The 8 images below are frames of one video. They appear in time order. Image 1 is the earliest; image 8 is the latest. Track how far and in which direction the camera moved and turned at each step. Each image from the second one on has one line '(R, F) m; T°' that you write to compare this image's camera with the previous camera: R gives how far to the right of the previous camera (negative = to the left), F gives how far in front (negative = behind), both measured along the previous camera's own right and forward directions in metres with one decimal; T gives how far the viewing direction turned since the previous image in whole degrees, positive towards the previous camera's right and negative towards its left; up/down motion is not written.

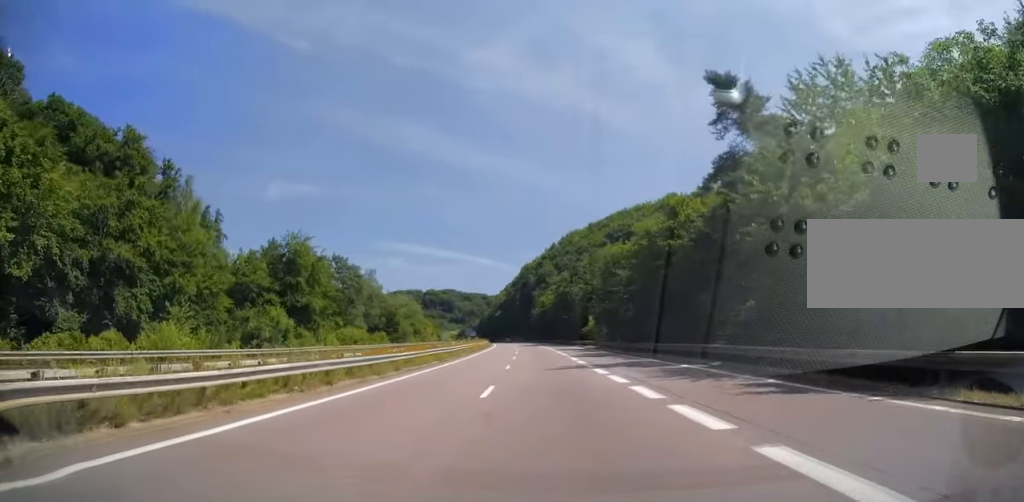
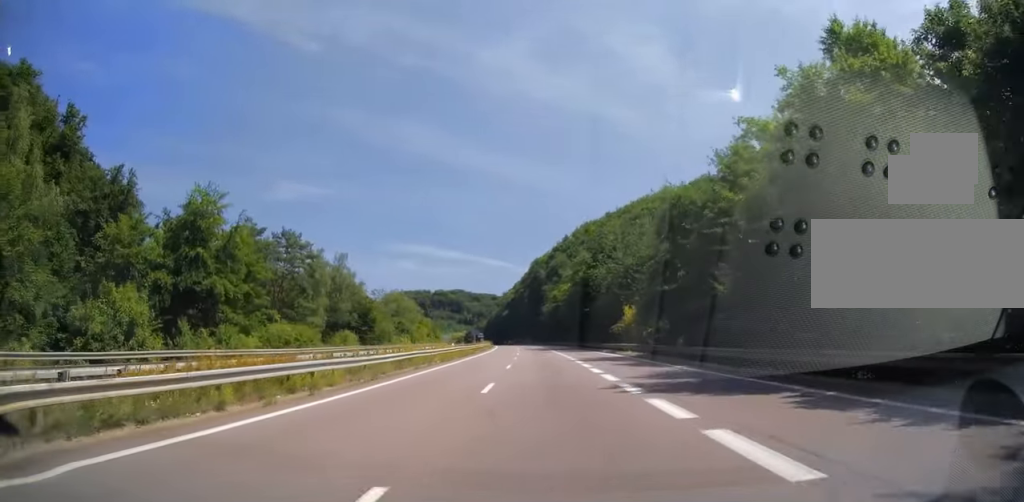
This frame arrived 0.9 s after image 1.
(-0.1, +25.2) m; 0°
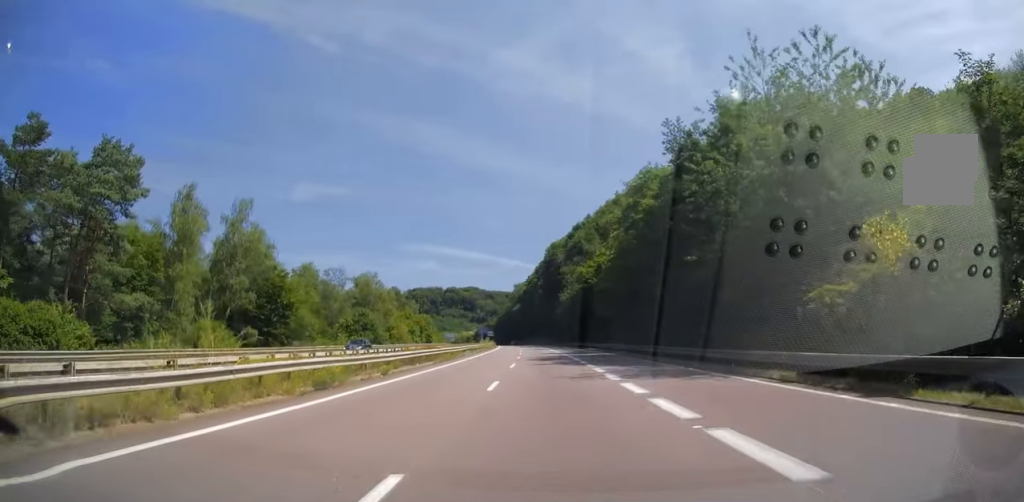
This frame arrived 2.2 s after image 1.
(-0.4, +39.7) m; -2°
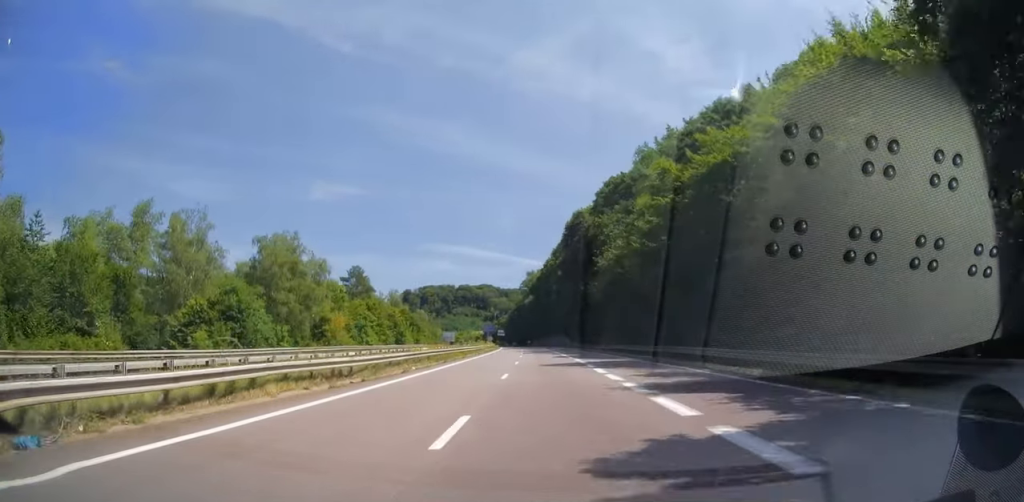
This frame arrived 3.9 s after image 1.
(-0.8, +48.7) m; -2°
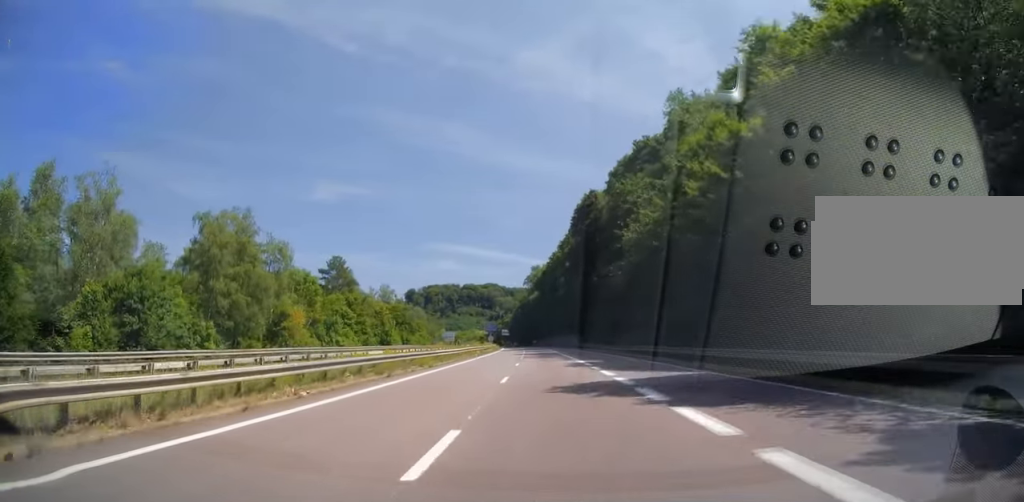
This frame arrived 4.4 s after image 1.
(-0.2, +15.1) m; 0°
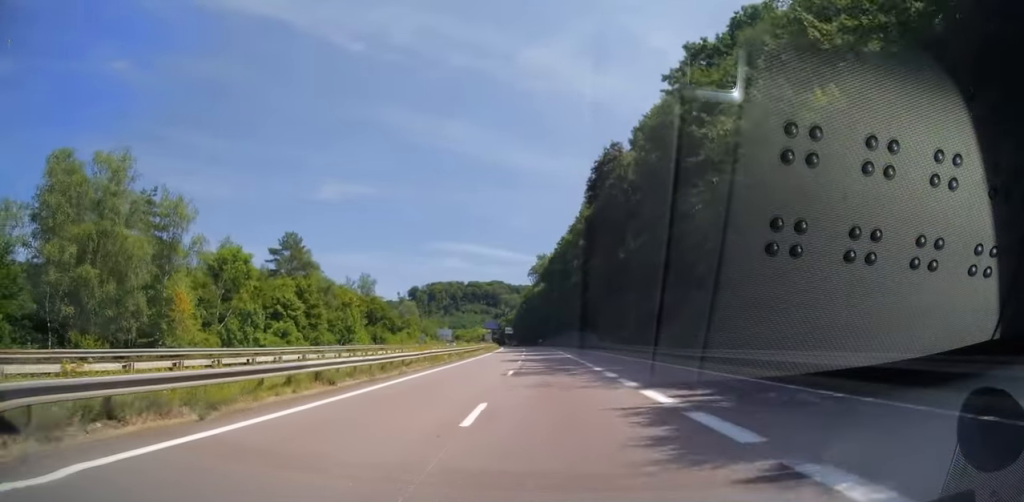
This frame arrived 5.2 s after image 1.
(-0.1, +22.9) m; -1°
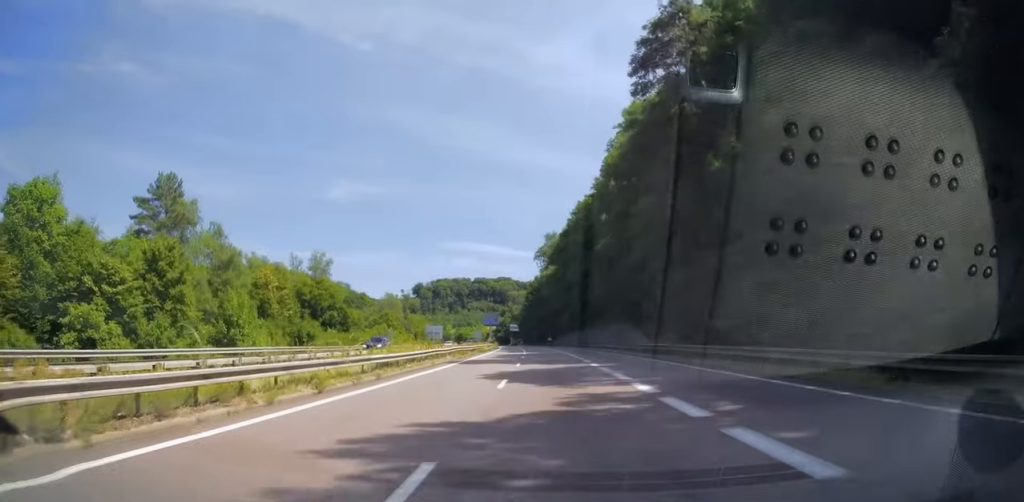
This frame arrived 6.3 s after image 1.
(-0.4, +33.2) m; -1°
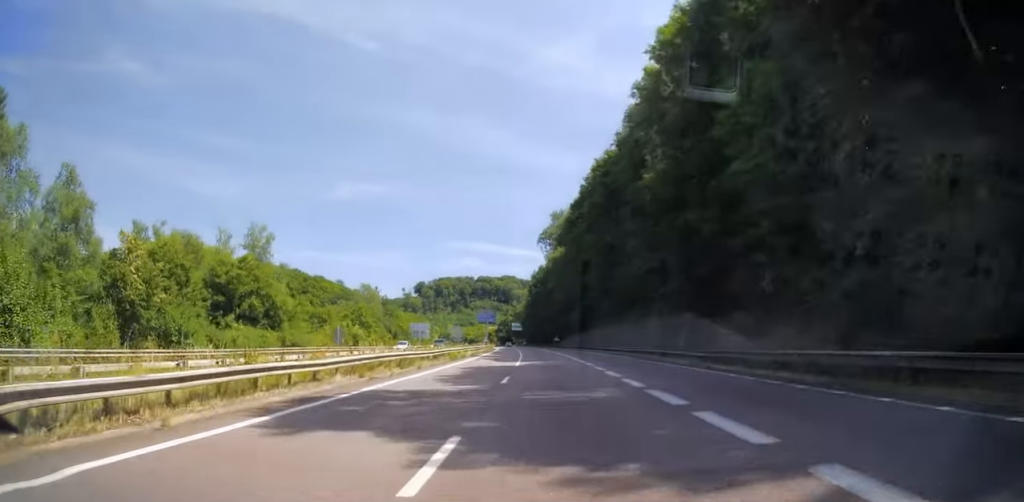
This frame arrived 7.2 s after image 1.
(0.0, +24.9) m; -1°
